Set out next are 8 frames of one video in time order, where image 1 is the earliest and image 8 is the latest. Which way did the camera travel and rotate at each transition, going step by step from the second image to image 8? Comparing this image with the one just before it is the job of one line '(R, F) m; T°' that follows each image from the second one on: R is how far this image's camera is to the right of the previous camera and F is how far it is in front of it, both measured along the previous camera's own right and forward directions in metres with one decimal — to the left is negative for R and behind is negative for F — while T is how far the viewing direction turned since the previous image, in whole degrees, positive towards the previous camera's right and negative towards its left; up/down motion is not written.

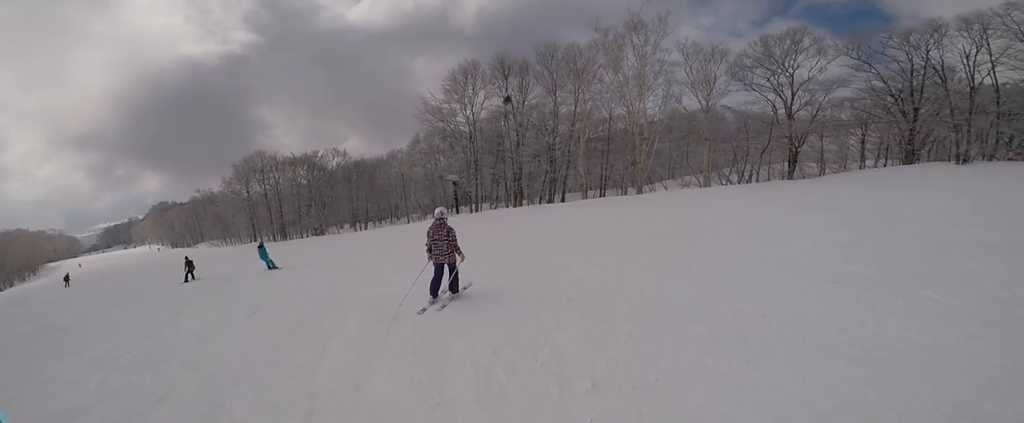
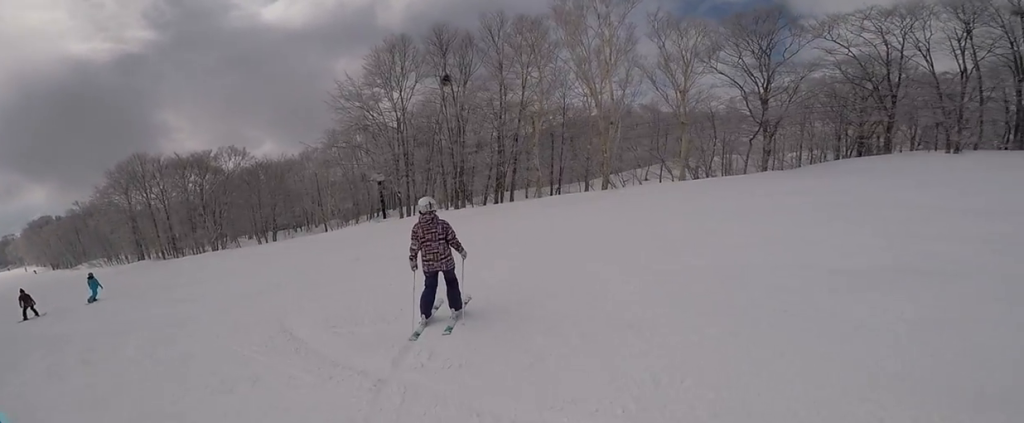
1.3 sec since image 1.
(+0.9, +6.2) m; +12°
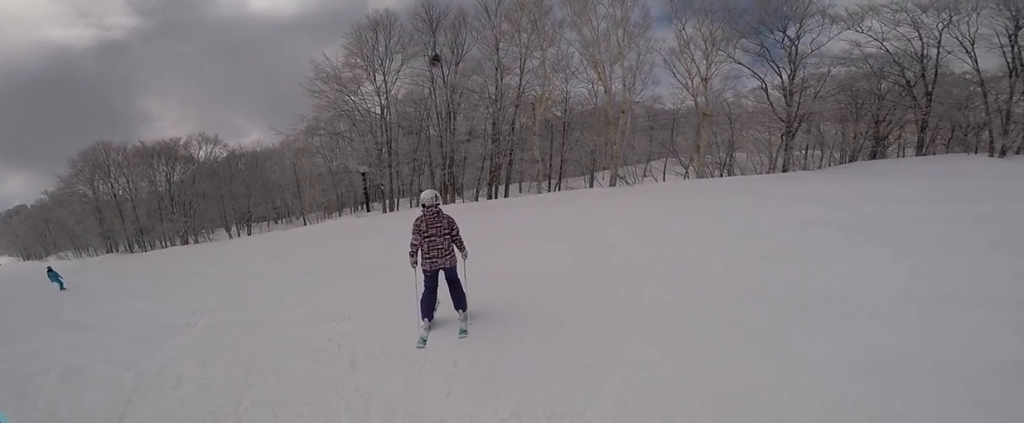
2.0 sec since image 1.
(+0.1, +3.5) m; -4°
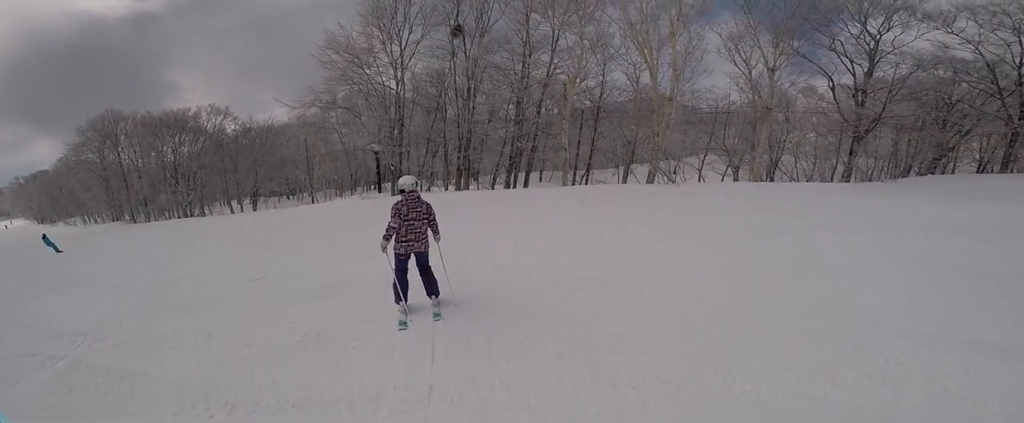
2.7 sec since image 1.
(-0.2, +3.4) m; -9°
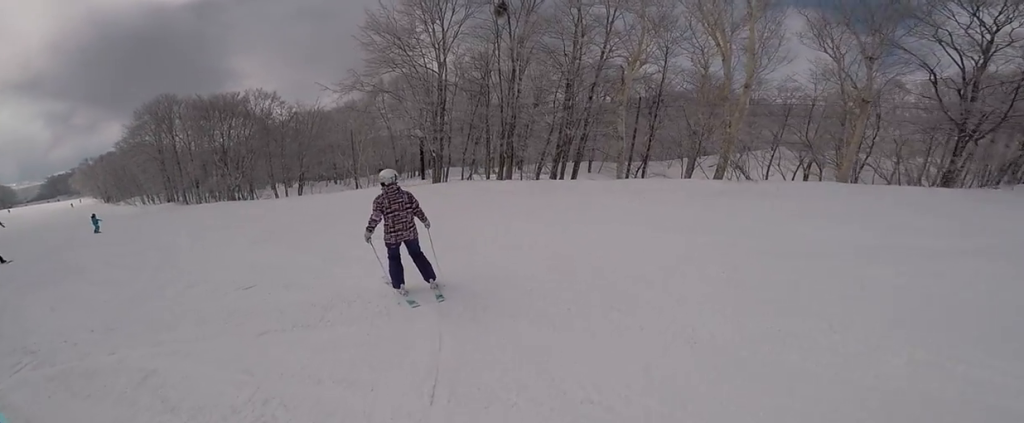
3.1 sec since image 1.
(0.0, +2.2) m; -8°
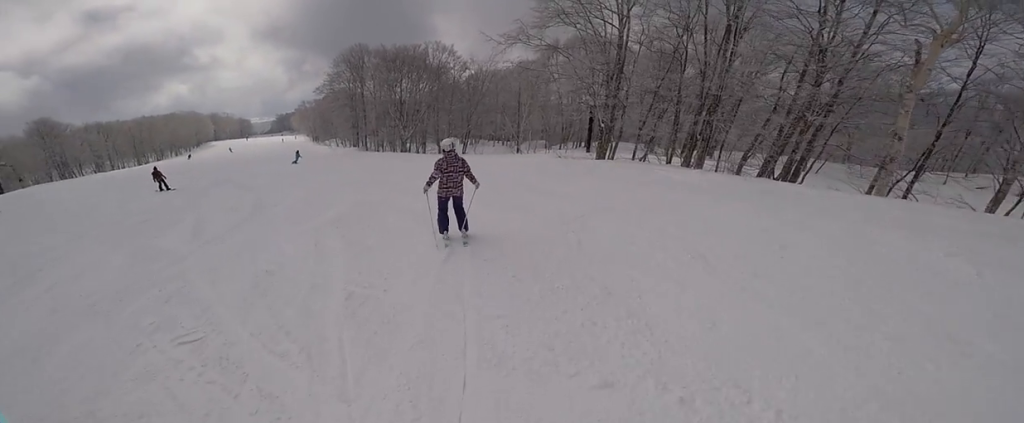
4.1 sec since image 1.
(-0.9, +4.8) m; -23°
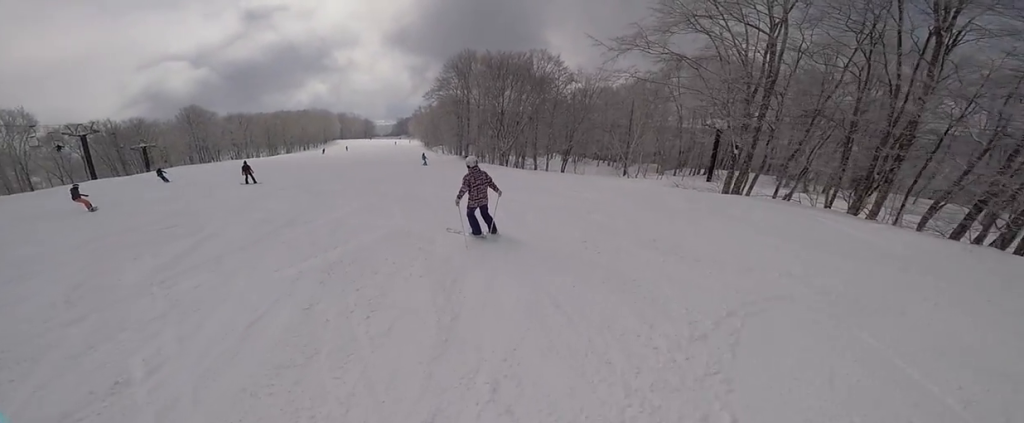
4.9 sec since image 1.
(-0.7, +3.8) m; -20°
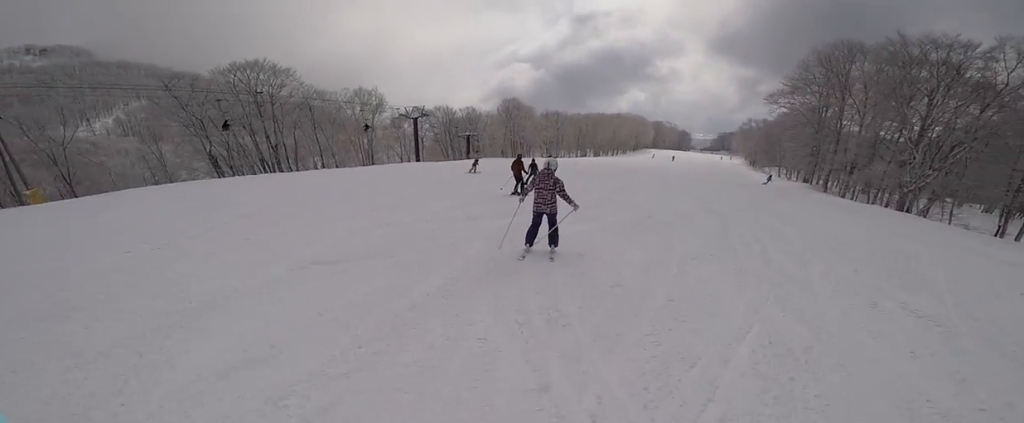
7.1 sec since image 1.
(-3.4, +11.7) m; -13°
